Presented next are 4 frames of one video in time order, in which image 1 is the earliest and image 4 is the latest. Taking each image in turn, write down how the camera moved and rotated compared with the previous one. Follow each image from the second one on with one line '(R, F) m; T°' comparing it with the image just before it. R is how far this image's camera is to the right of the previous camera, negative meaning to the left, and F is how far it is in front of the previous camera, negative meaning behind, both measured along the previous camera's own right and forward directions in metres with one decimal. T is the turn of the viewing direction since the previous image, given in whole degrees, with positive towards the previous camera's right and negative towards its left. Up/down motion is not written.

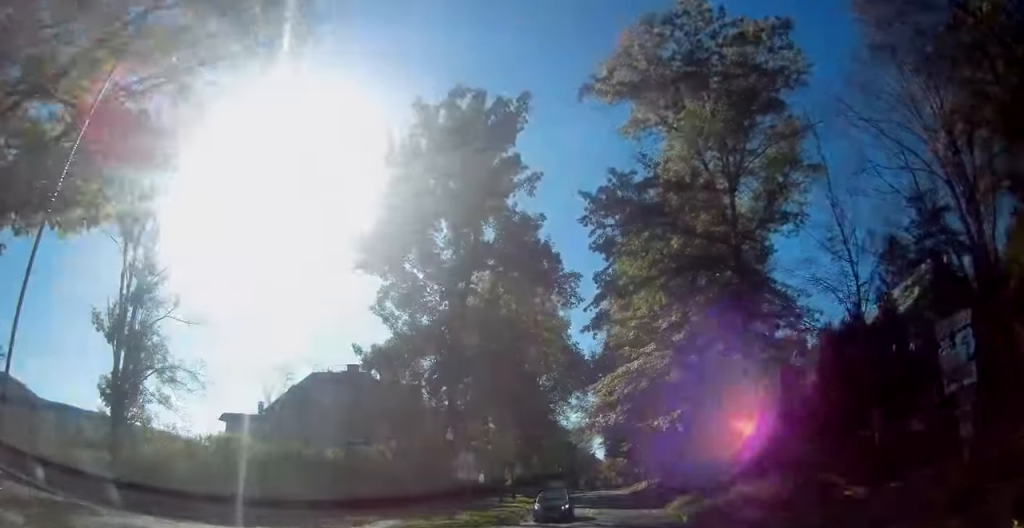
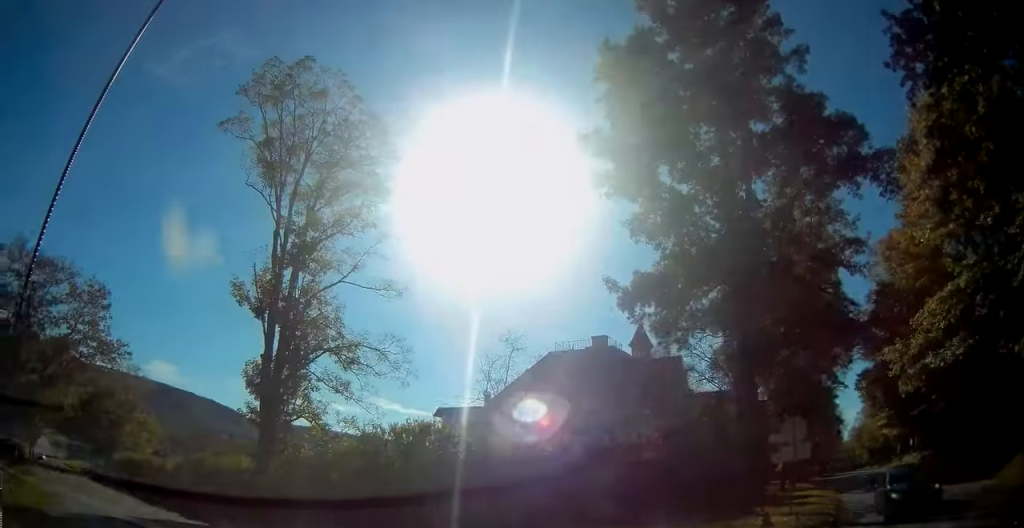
(-2.2, +9.7) m; -25°
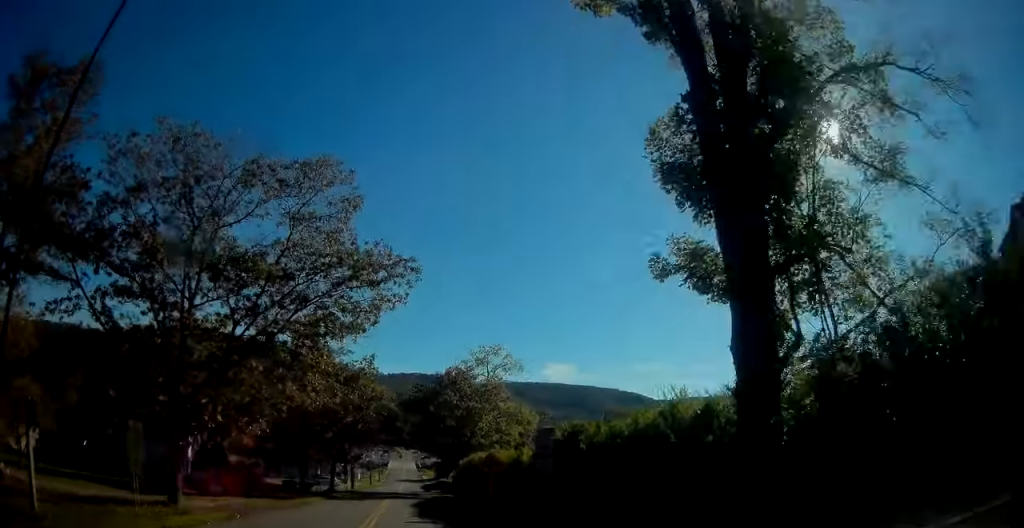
(-7.1, +18.4) m; -38°
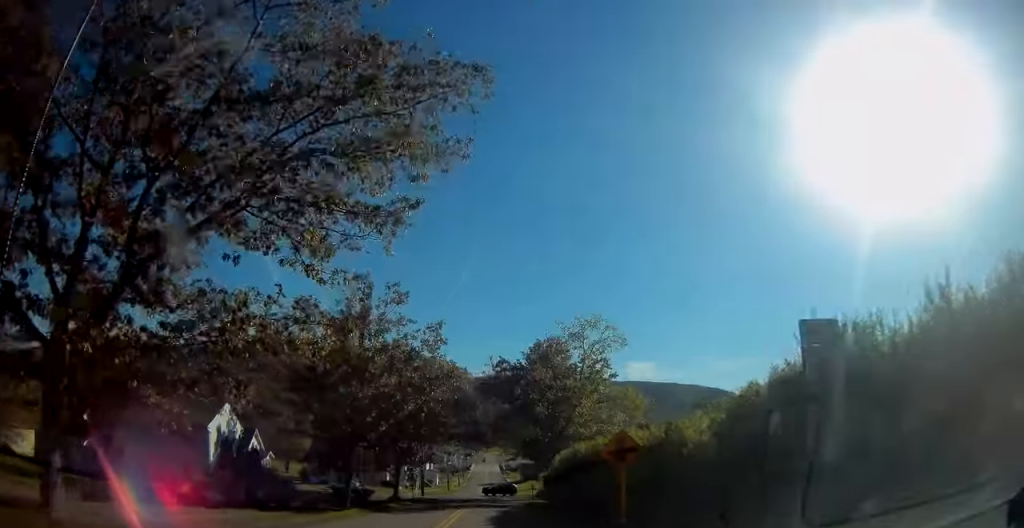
(-1.3, +12.2) m; -7°
